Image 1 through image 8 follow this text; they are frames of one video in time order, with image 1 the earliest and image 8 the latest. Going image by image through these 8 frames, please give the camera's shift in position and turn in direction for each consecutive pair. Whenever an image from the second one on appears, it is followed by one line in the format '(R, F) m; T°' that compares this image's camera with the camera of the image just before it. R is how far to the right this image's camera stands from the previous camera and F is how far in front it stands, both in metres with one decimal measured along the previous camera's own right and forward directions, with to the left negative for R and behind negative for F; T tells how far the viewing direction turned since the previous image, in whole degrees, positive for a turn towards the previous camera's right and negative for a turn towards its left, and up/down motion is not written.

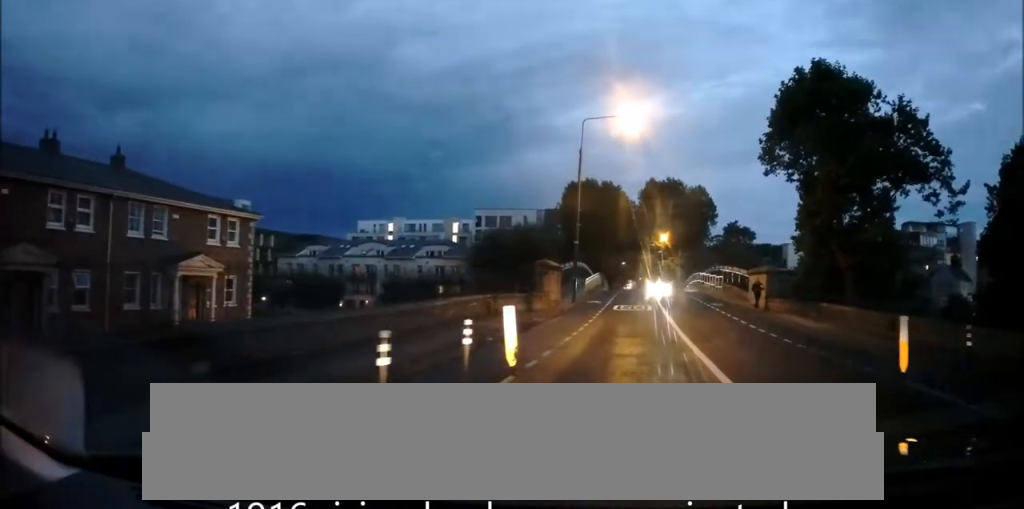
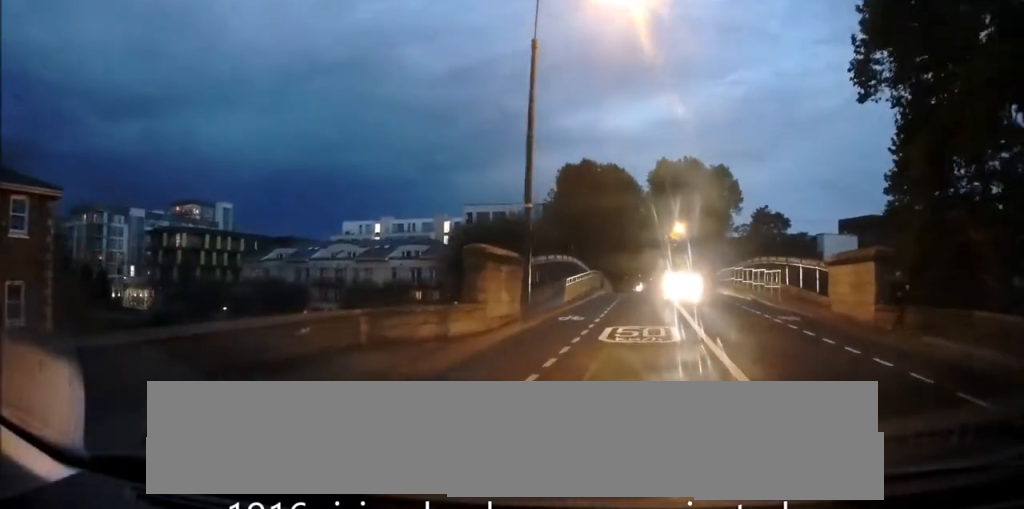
(0.0, +13.9) m; -1°
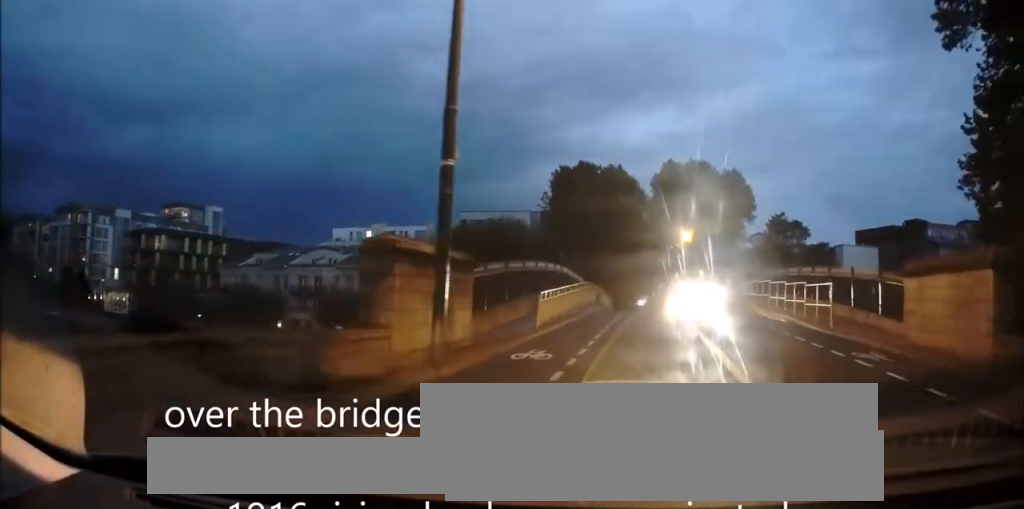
(-0.1, +6.4) m; 0°
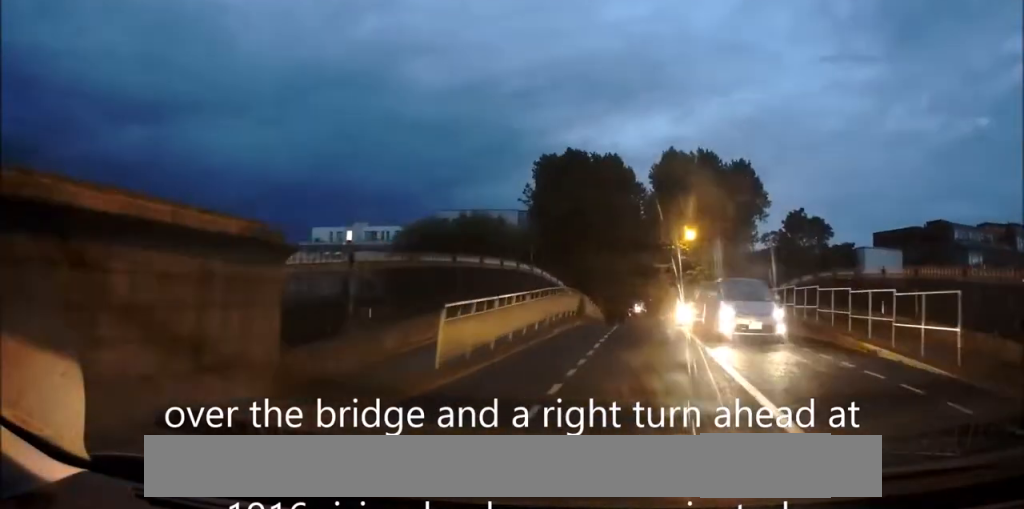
(-0.2, +7.9) m; 0°
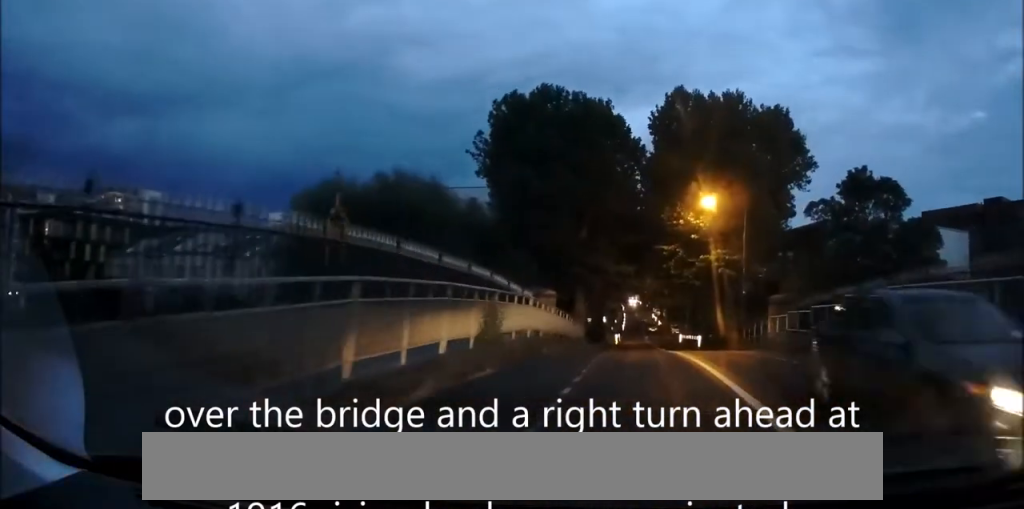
(+0.4, +15.2) m; +1°
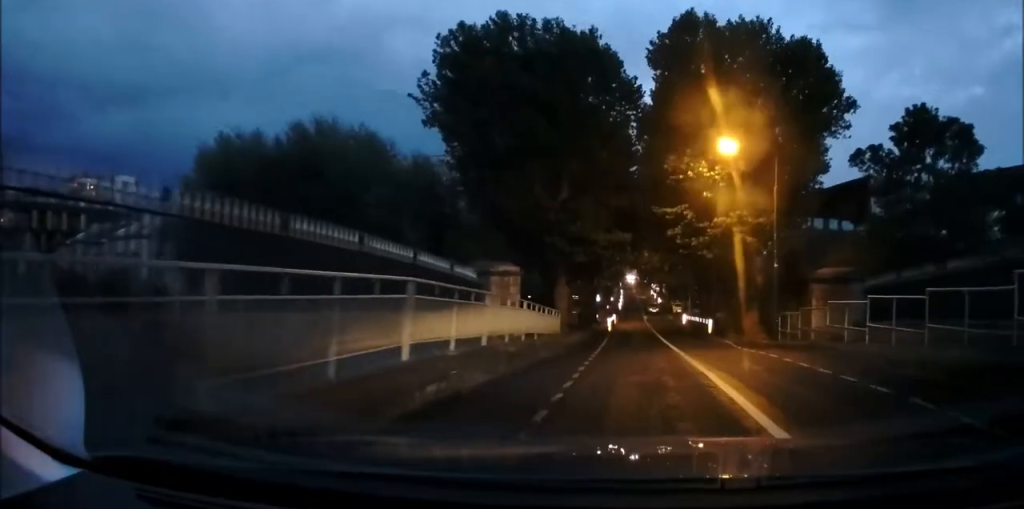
(0.0, +8.5) m; -1°
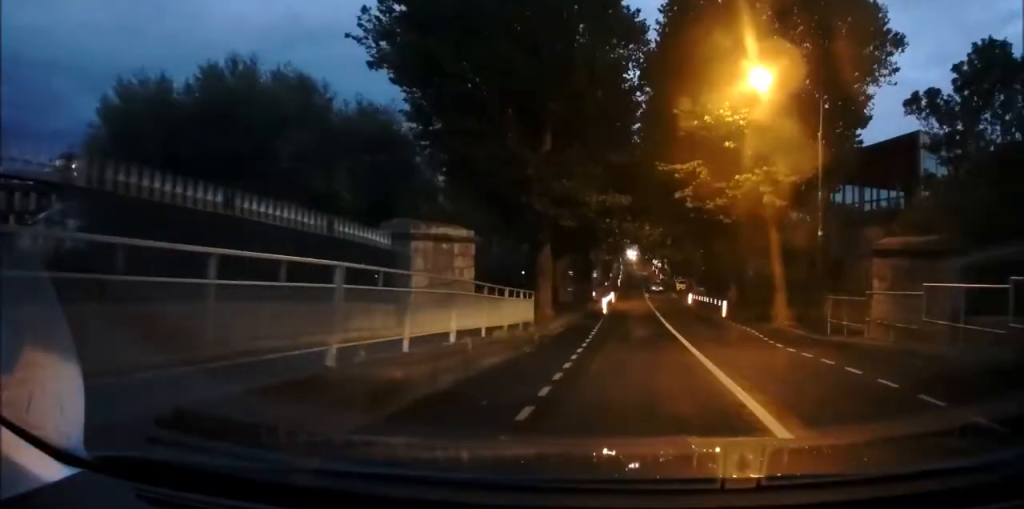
(-0.2, +6.2) m; 0°
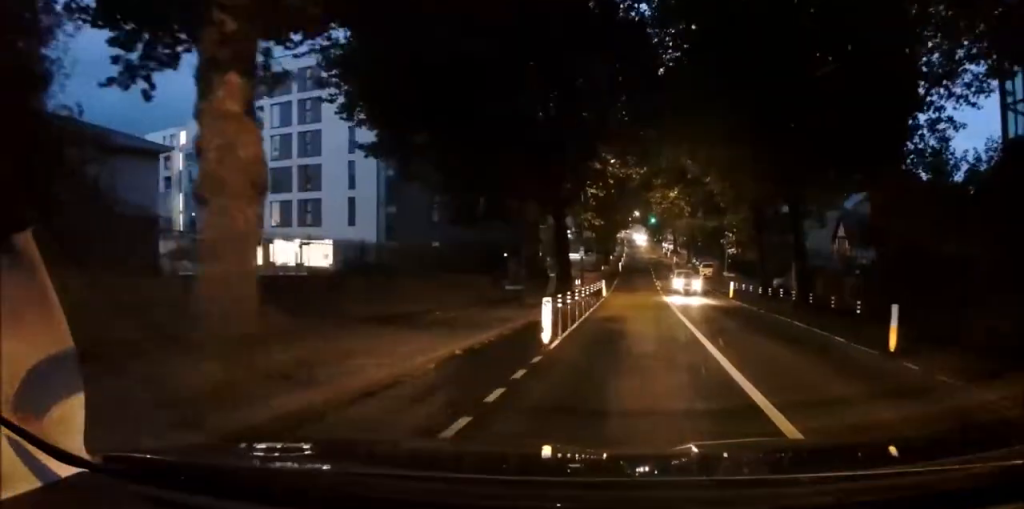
(+0.4, +21.6) m; +2°
